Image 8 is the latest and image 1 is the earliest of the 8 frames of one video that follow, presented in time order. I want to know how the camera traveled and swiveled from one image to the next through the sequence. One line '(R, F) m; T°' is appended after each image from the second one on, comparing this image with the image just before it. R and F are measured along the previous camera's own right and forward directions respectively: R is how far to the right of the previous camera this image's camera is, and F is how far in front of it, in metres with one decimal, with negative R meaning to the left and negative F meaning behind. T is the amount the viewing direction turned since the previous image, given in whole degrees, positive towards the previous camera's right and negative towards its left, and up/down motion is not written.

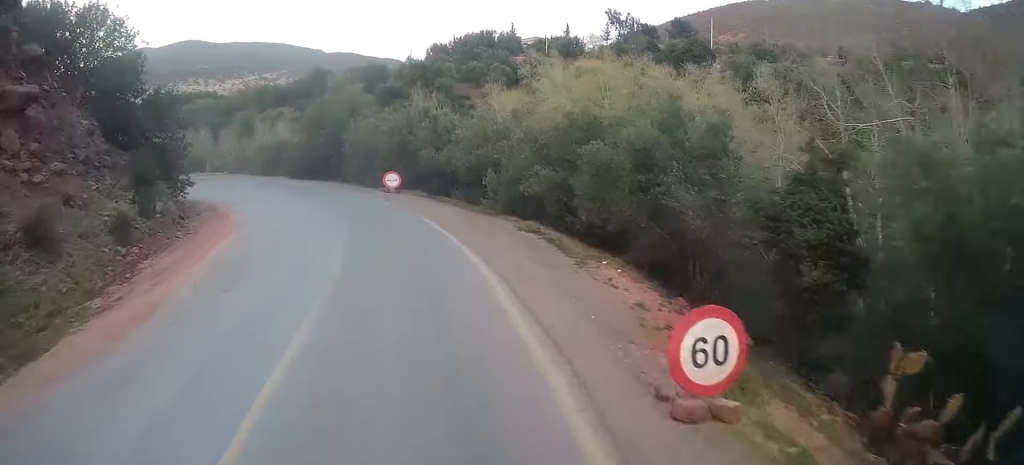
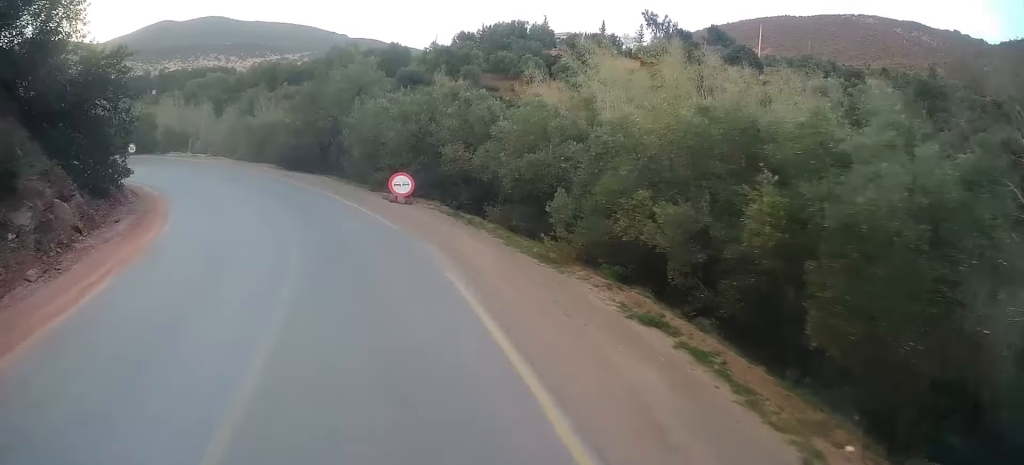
(-0.1, +9.0) m; -2°
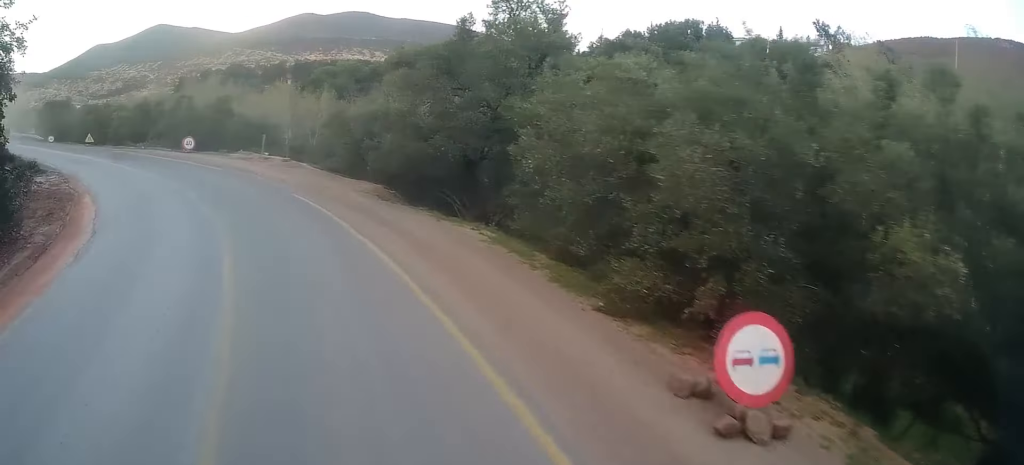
(-1.6, +16.1) m; -18°
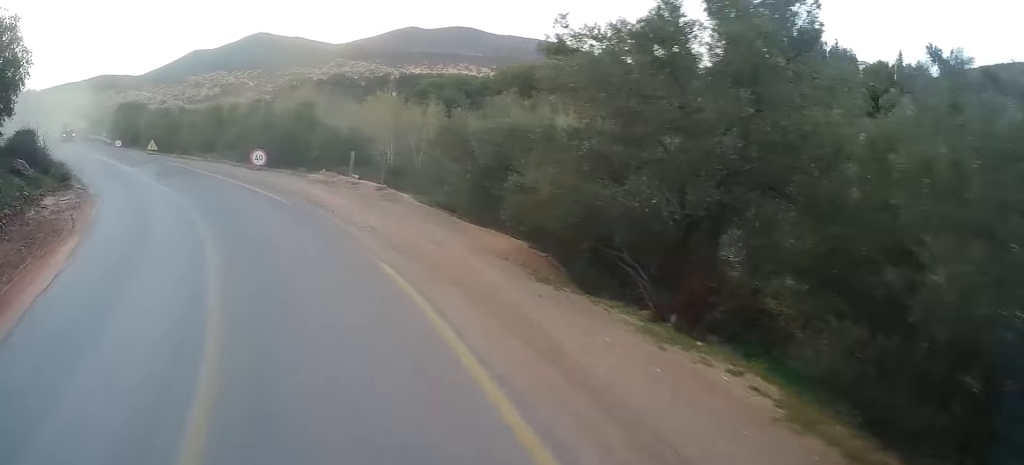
(-0.8, +7.6) m; -15°
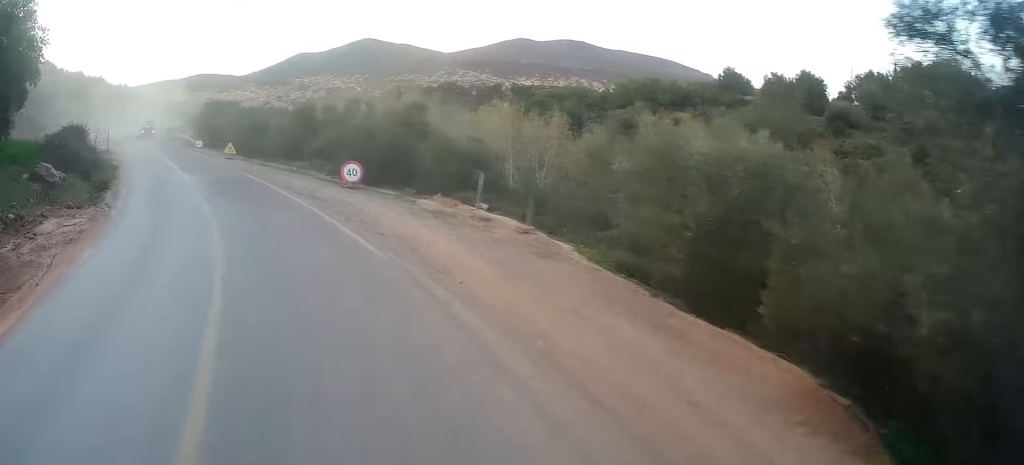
(-1.1, +6.9) m; -10°
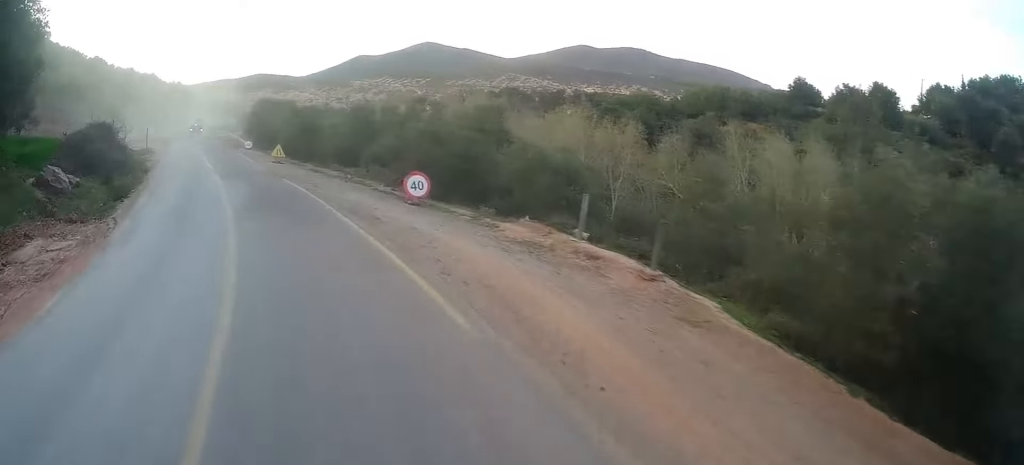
(-0.2, +3.9) m; -4°
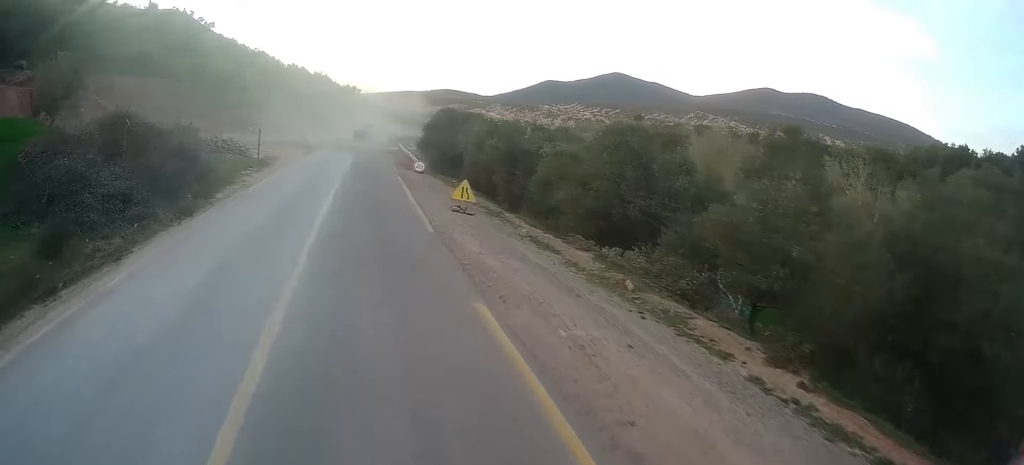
(-1.8, +16.3) m; -11°
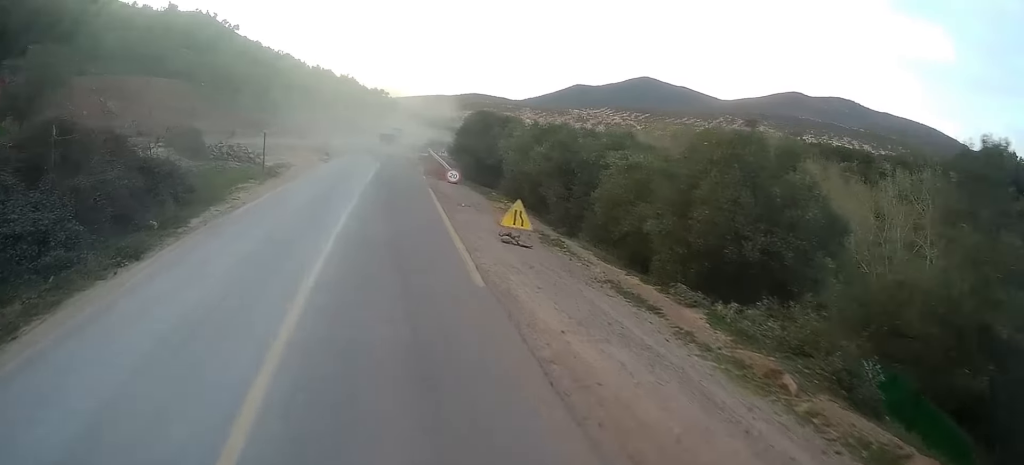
(0.0, +4.9) m; 0°
